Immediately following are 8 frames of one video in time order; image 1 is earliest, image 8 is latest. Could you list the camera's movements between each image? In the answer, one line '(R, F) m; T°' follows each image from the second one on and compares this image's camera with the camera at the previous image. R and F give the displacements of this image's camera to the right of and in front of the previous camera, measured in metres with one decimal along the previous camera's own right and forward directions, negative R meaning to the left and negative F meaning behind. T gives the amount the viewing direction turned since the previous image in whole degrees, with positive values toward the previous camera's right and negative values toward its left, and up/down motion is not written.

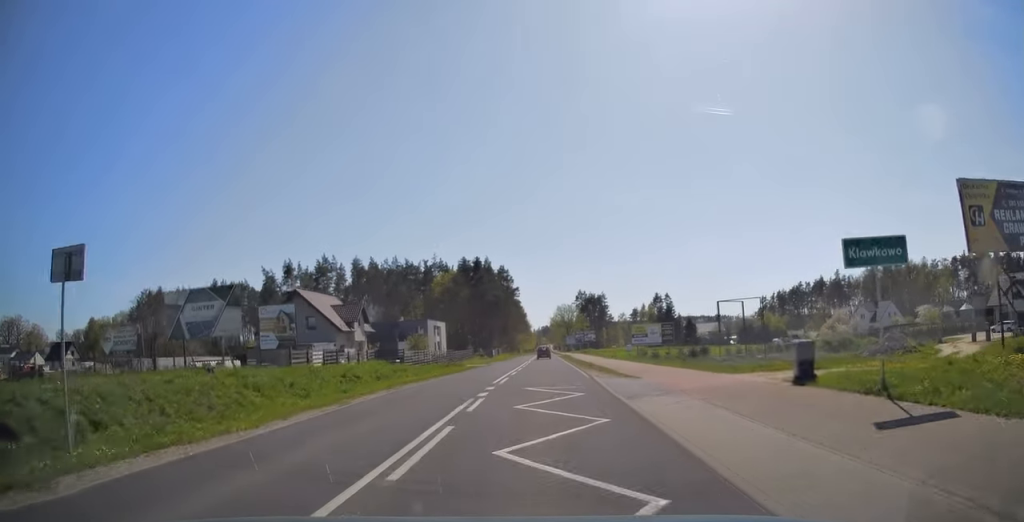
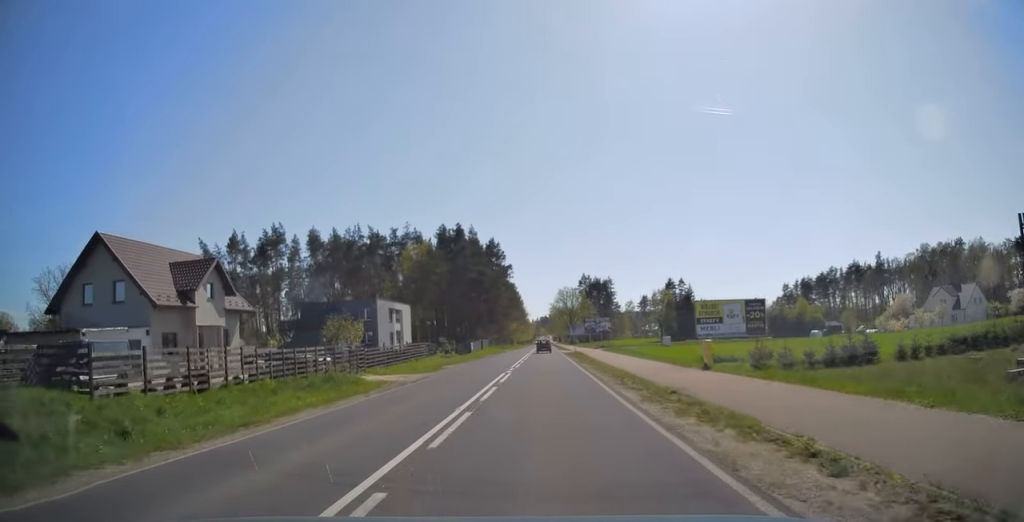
(-0.1, +30.5) m; 0°
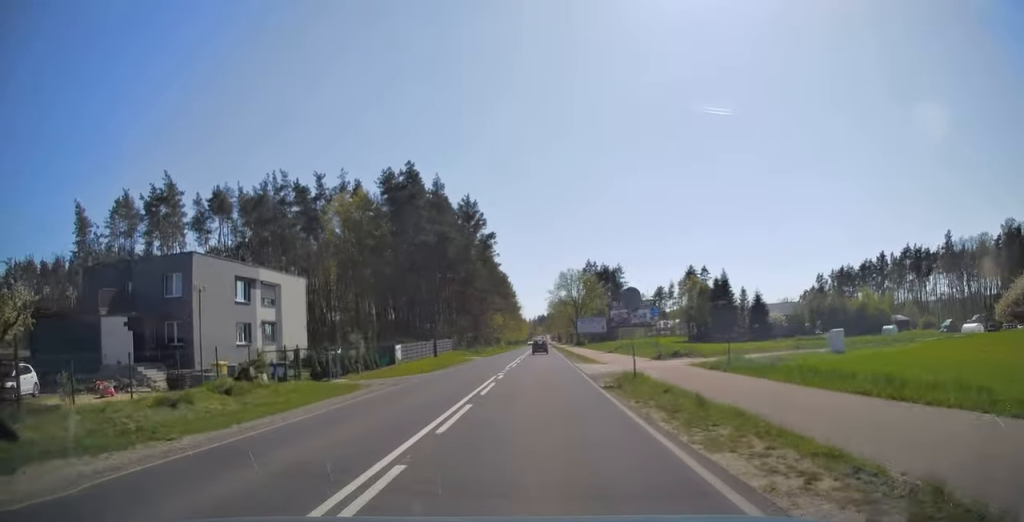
(-0.1, +39.3) m; 0°
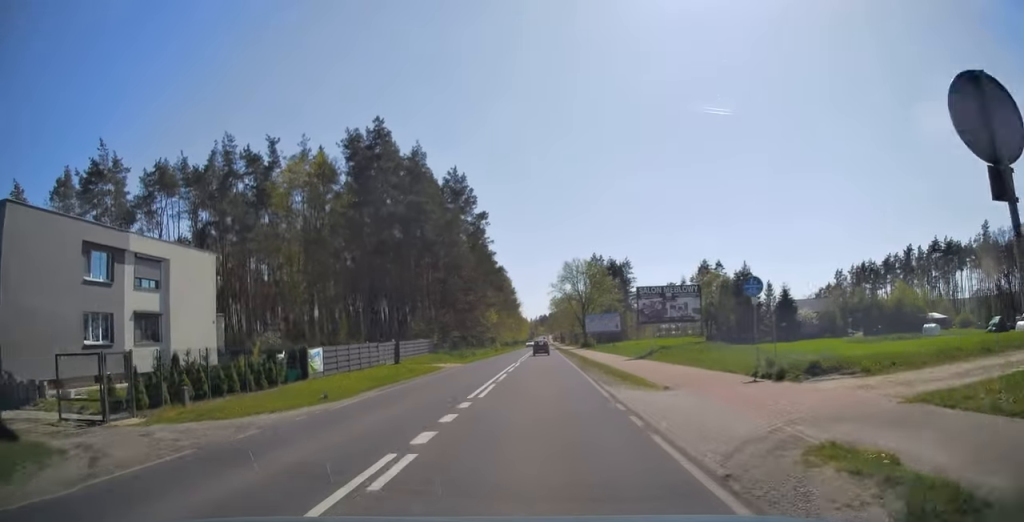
(0.0, +15.3) m; 0°
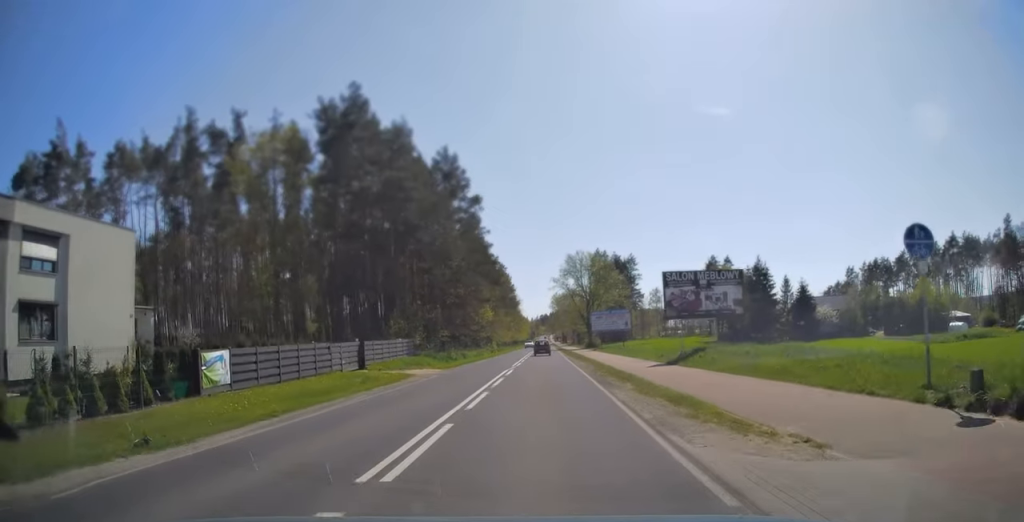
(0.0, +8.5) m; 0°
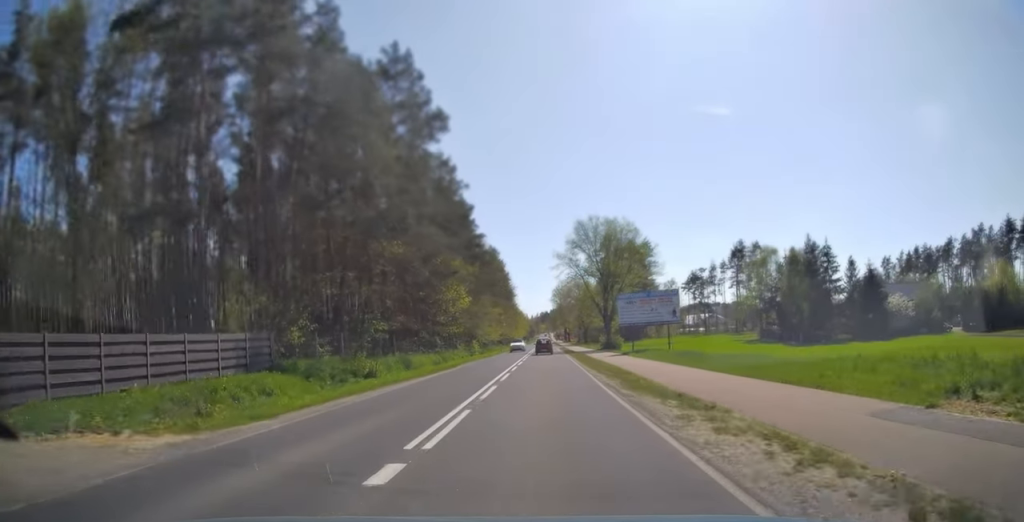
(+0.1, +25.6) m; 0°
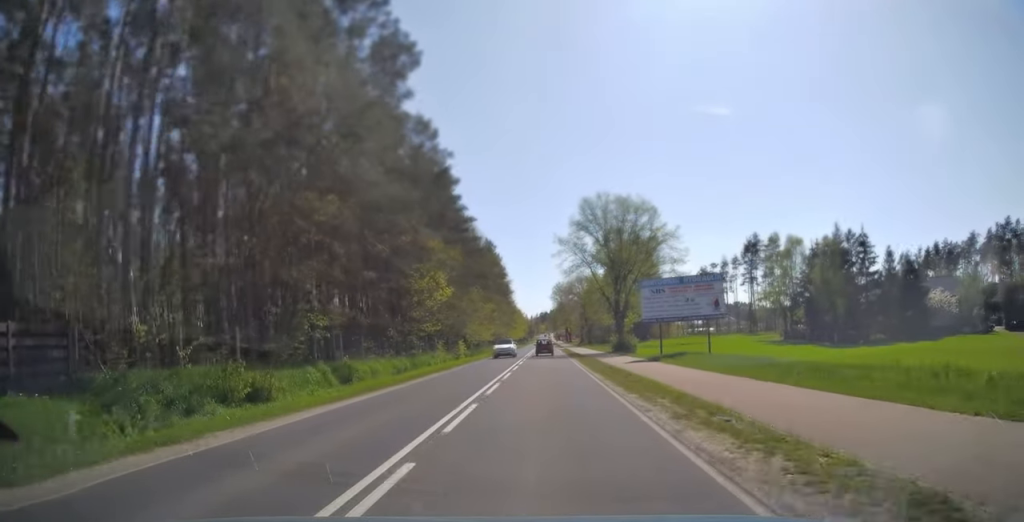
(0.0, +11.1) m; 0°
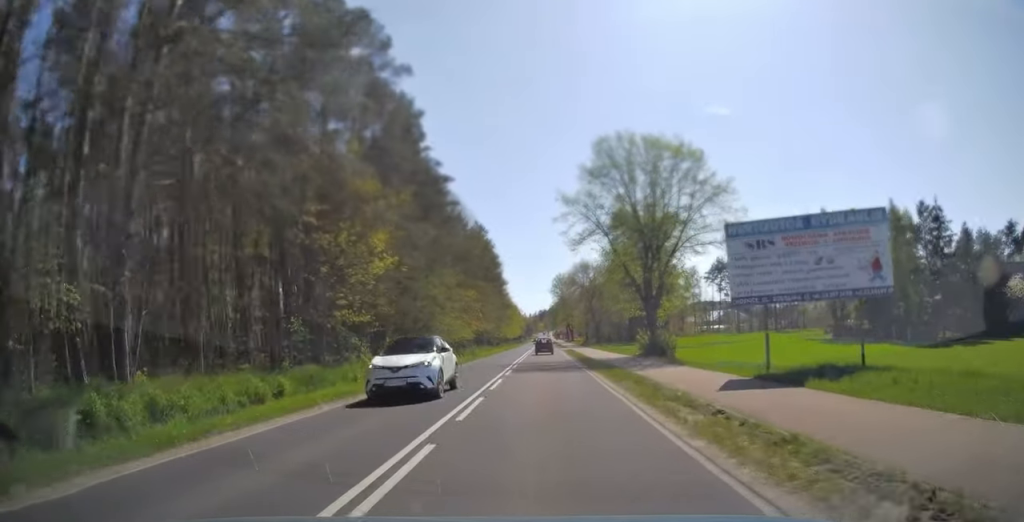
(-0.2, +17.1) m; 0°
